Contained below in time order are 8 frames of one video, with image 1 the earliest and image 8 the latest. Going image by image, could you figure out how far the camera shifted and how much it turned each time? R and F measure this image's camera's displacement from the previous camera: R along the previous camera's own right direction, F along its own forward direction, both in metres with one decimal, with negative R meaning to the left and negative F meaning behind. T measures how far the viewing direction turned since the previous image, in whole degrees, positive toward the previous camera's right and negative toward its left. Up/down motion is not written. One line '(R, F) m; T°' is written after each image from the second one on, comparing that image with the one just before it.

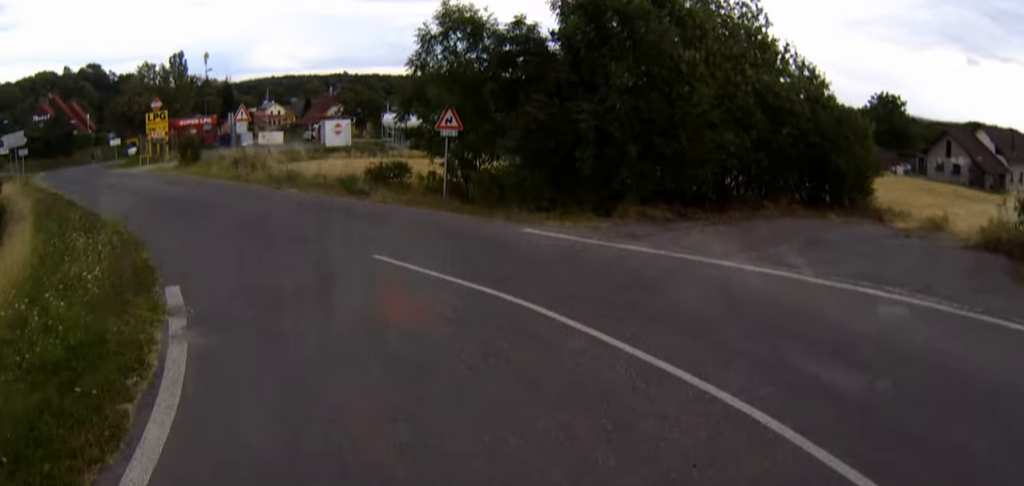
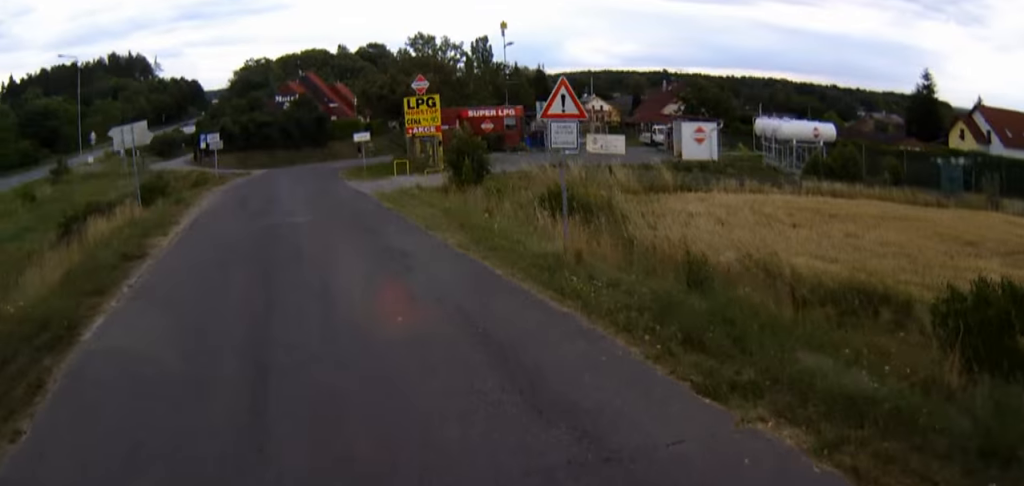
(-4.2, +16.0) m; -24°
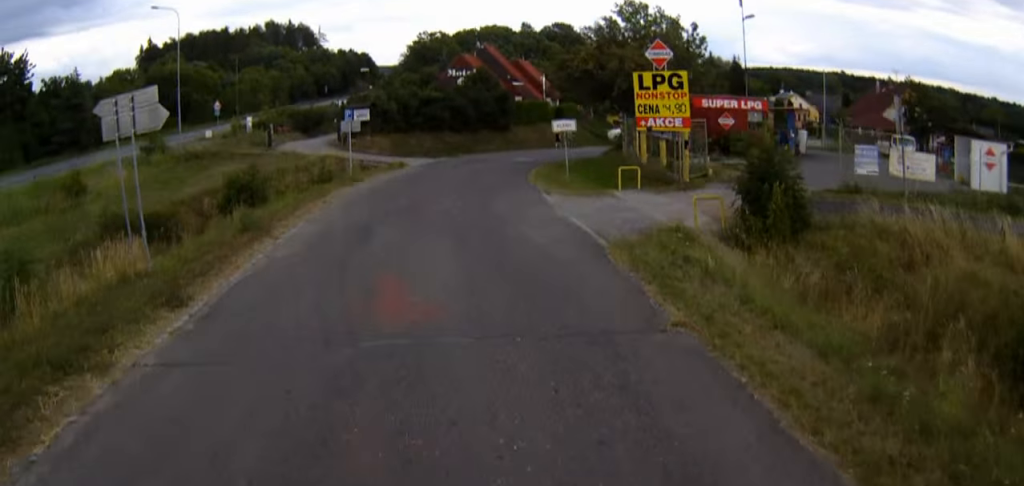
(-0.8, +11.3) m; -9°
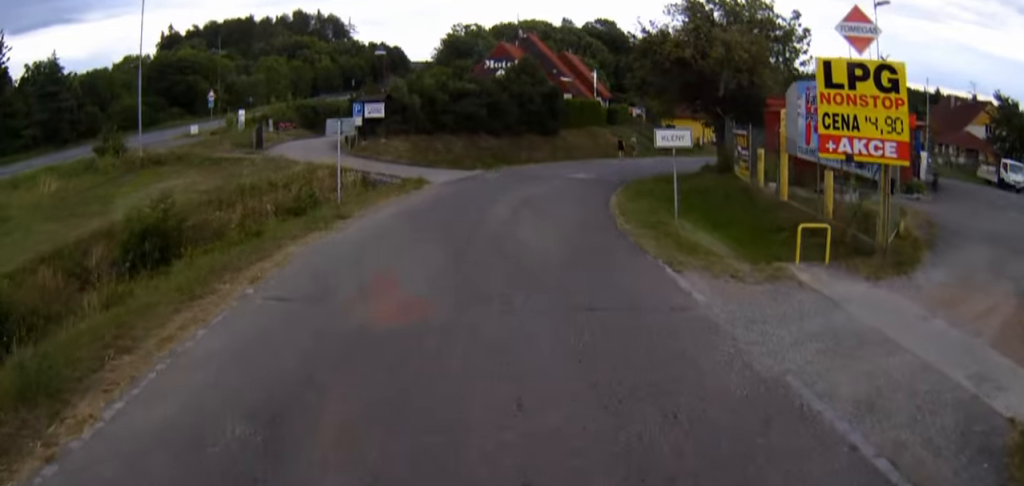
(-0.7, +9.2) m; -5°
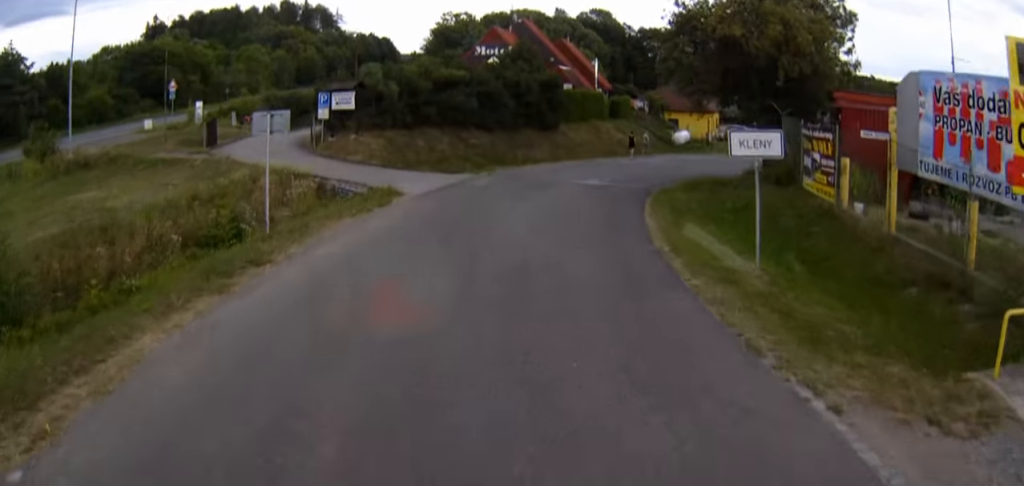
(-0.1, +5.3) m; +1°
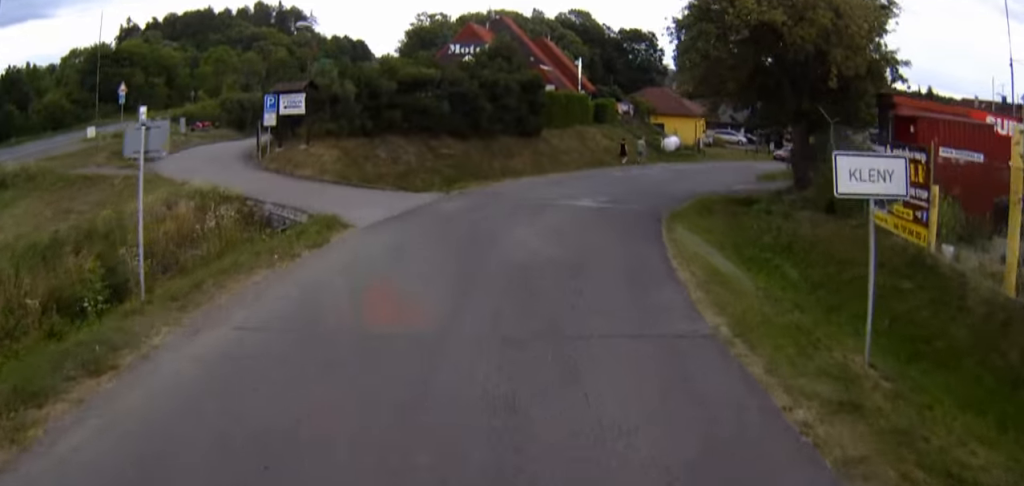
(0.0, +4.2) m; +3°
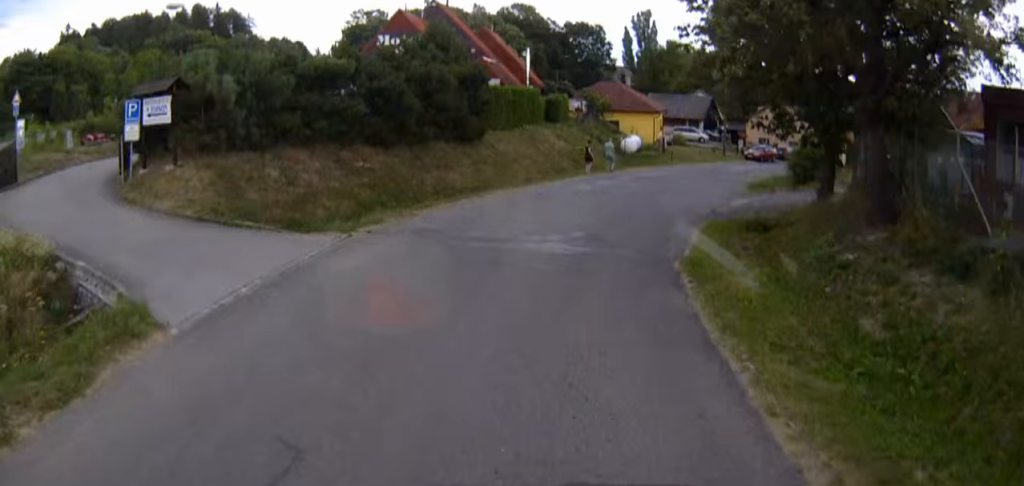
(+0.3, +6.7) m; +5°
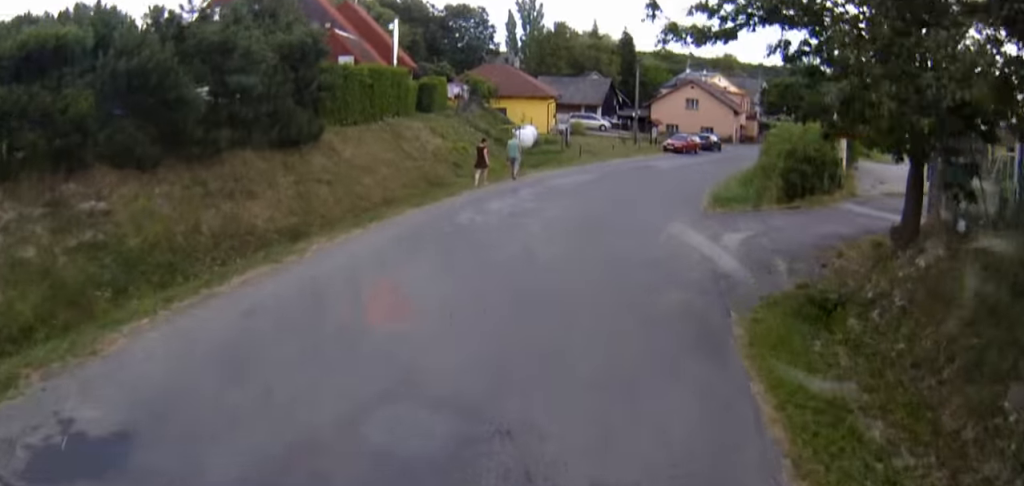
(+0.7, +10.4) m; +7°
